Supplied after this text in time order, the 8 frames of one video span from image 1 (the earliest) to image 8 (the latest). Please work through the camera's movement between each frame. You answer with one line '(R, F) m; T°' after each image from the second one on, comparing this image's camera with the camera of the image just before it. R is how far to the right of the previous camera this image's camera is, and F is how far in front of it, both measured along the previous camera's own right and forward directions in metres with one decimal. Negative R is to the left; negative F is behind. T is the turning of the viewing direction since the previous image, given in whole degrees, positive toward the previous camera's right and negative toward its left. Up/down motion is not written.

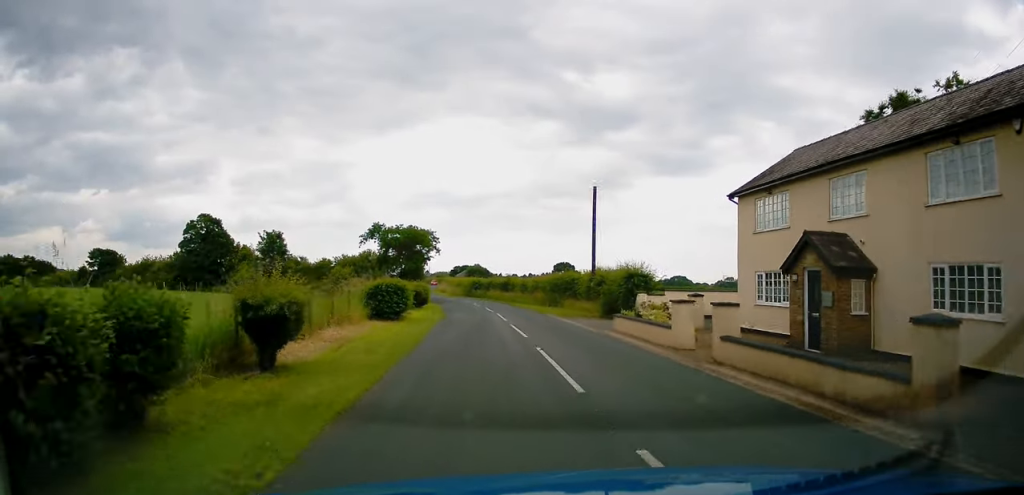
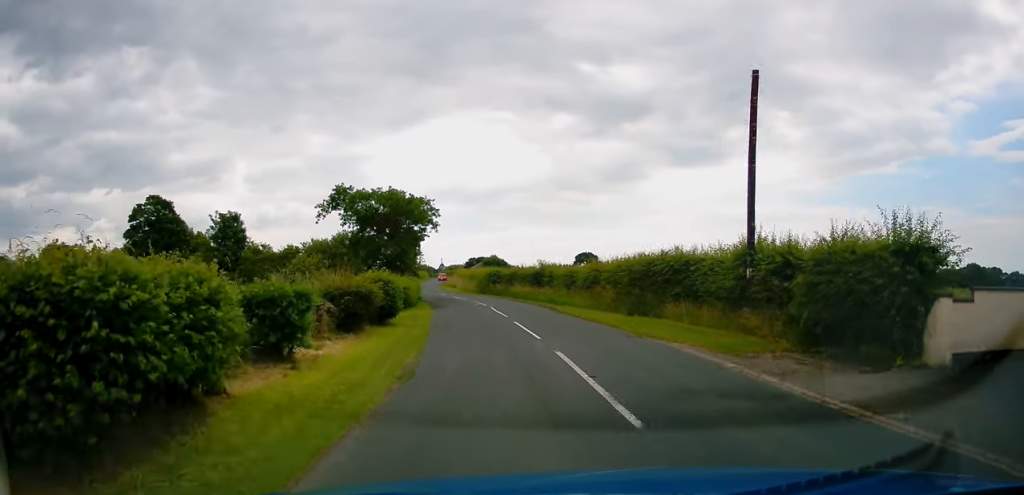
(-0.4, +20.0) m; -2°
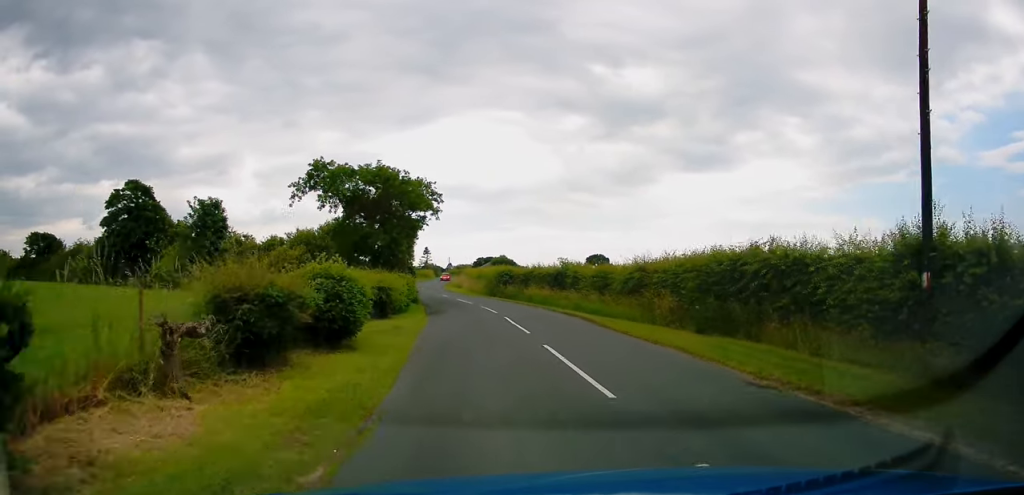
(0.0, +7.5) m; 0°
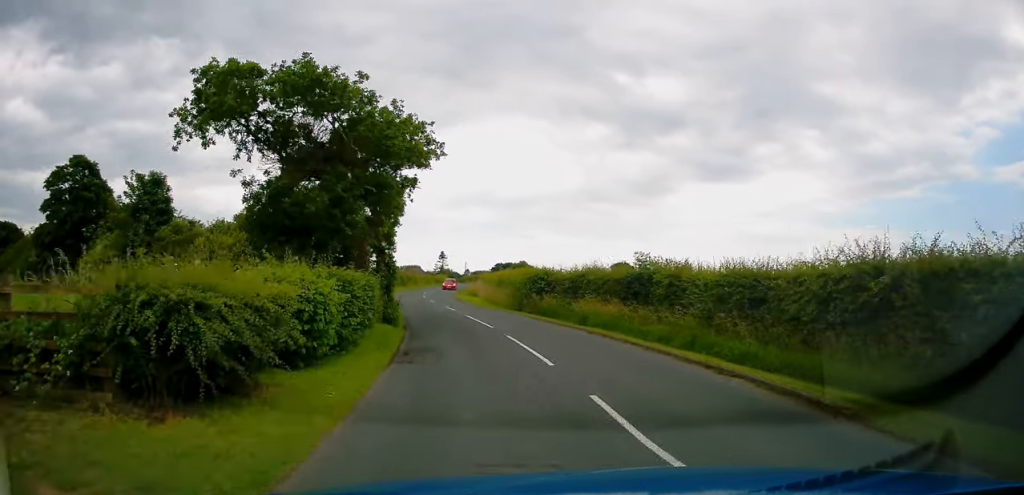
(0.0, +14.5) m; -1°
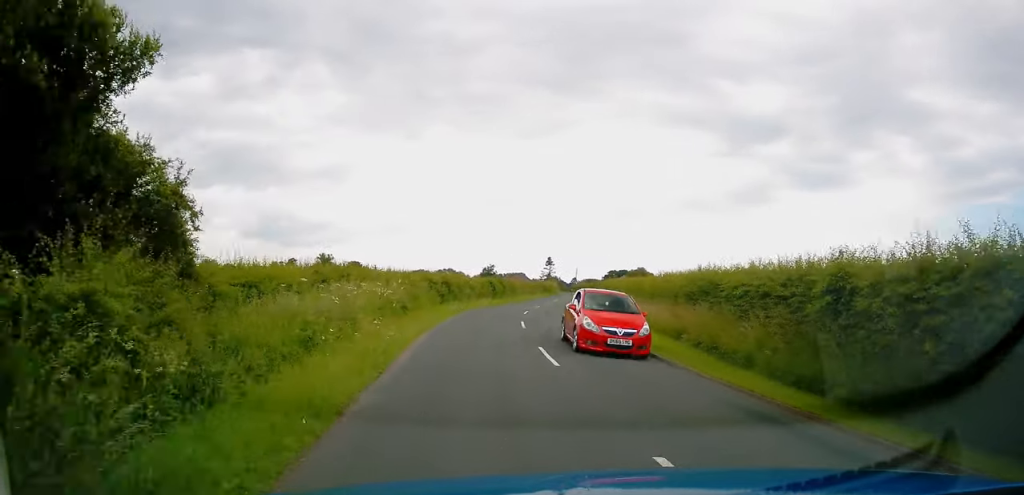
(-1.9, +27.3) m; -8°
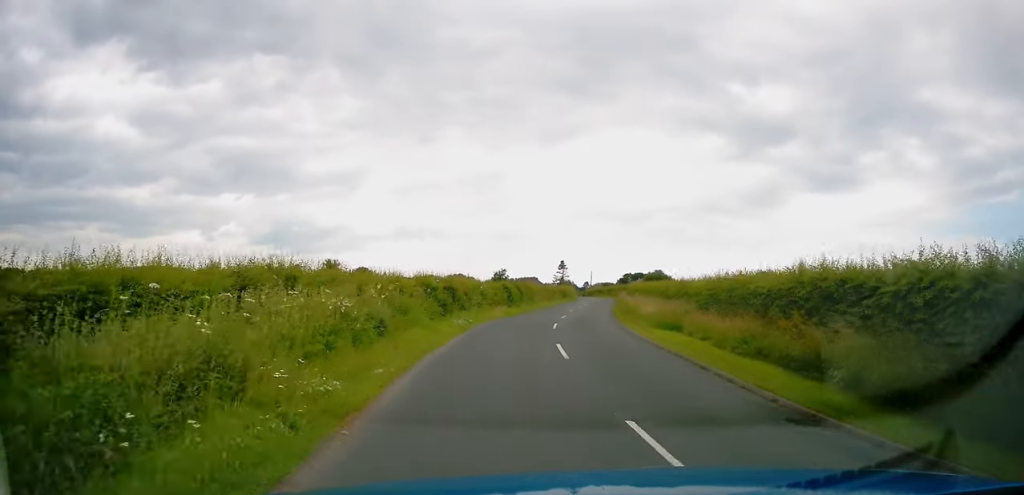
(-0.1, +7.5) m; -1°
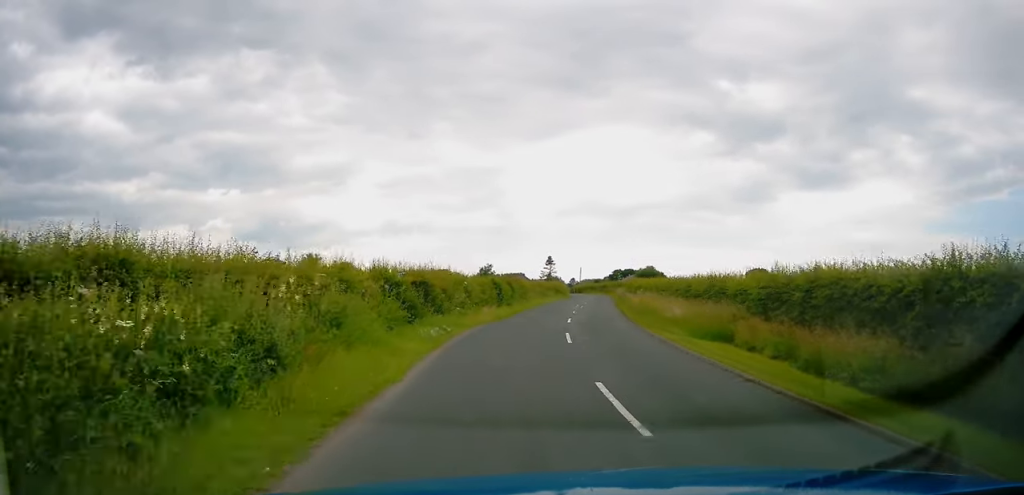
(-0.1, +6.8) m; 0°
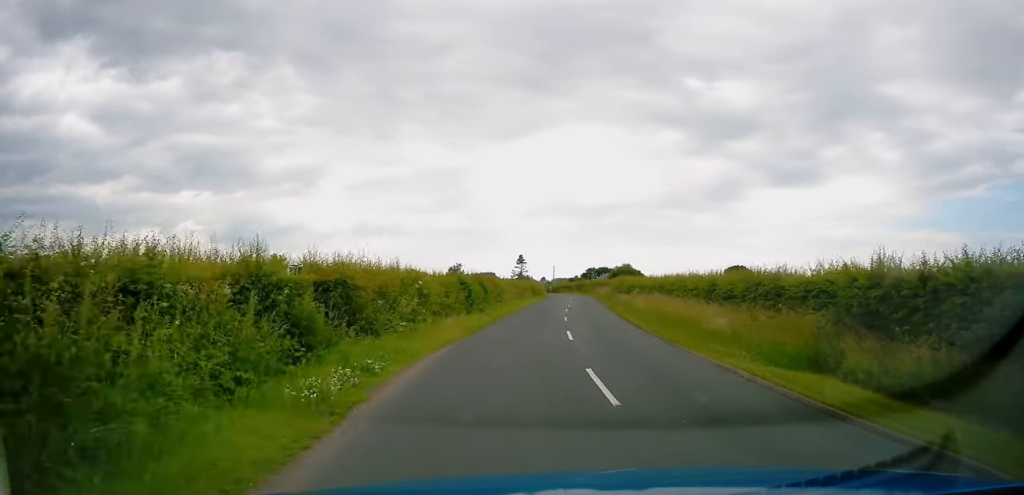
(-0.3, +7.5) m; +1°
